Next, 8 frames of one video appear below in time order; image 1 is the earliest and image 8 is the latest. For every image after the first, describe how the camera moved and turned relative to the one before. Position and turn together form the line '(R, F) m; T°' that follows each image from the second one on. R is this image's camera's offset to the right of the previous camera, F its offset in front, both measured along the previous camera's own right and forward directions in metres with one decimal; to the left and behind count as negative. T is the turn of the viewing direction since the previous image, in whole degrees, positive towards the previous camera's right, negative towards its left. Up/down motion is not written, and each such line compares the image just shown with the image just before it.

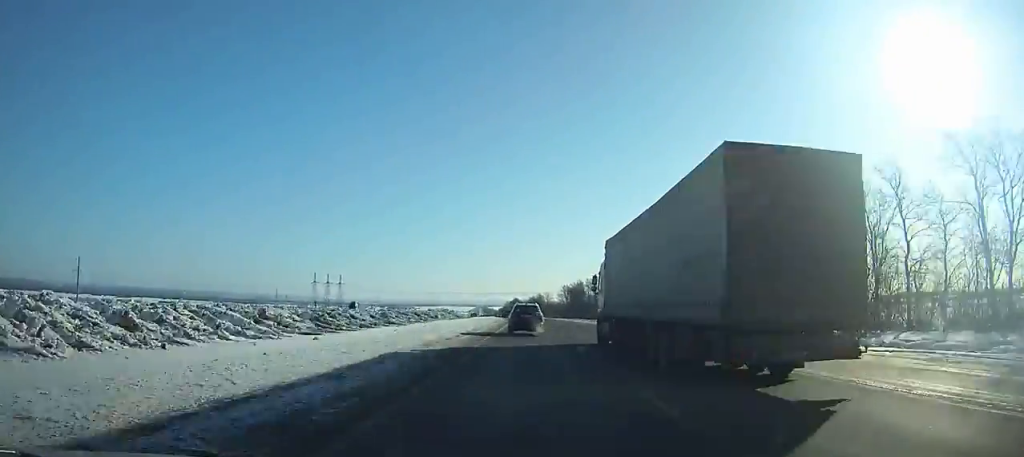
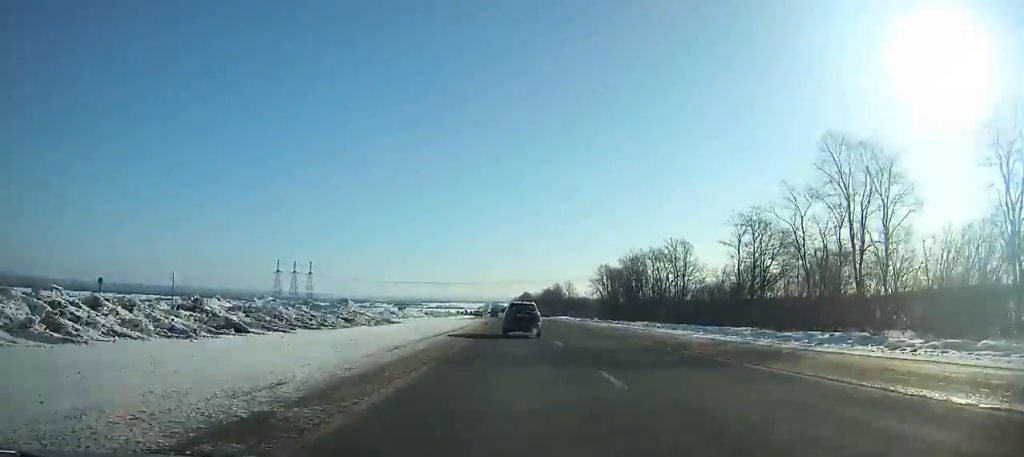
(-0.1, +89.4) m; -1°
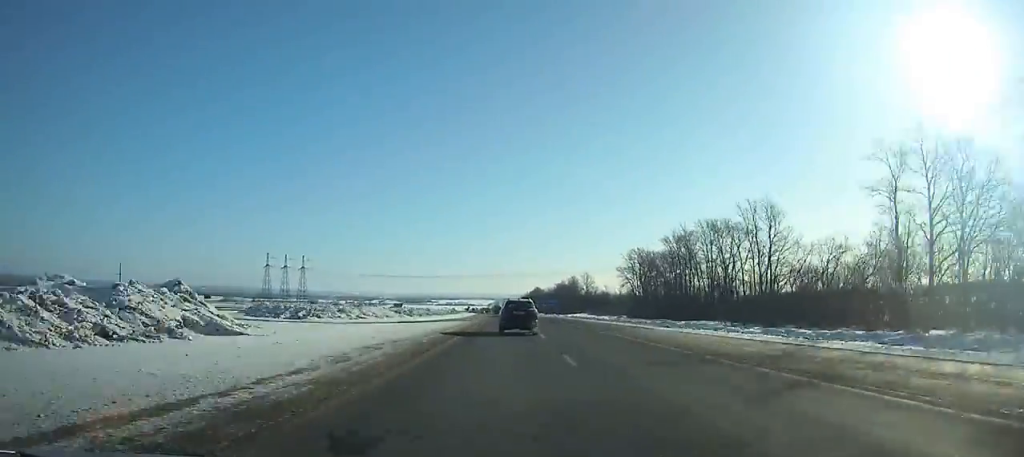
(+0.4, +31.3) m; -1°
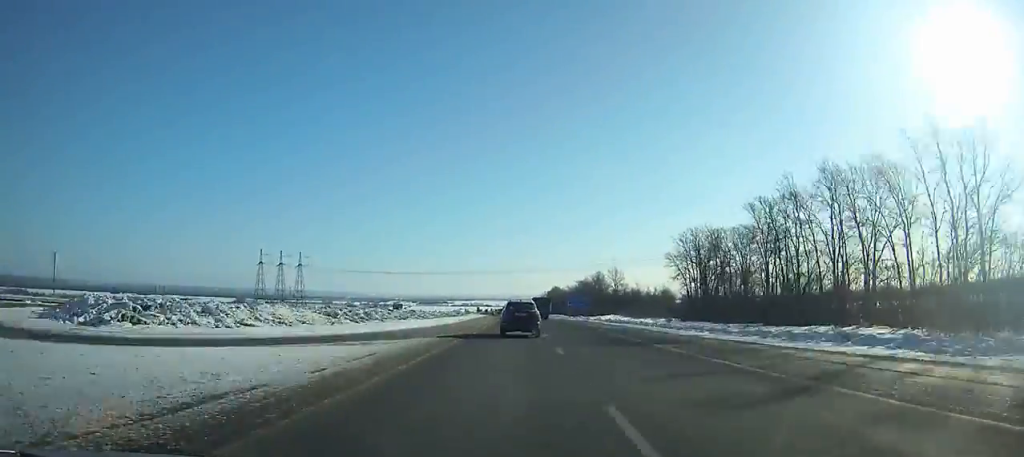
(-0.7, +31.3) m; -1°
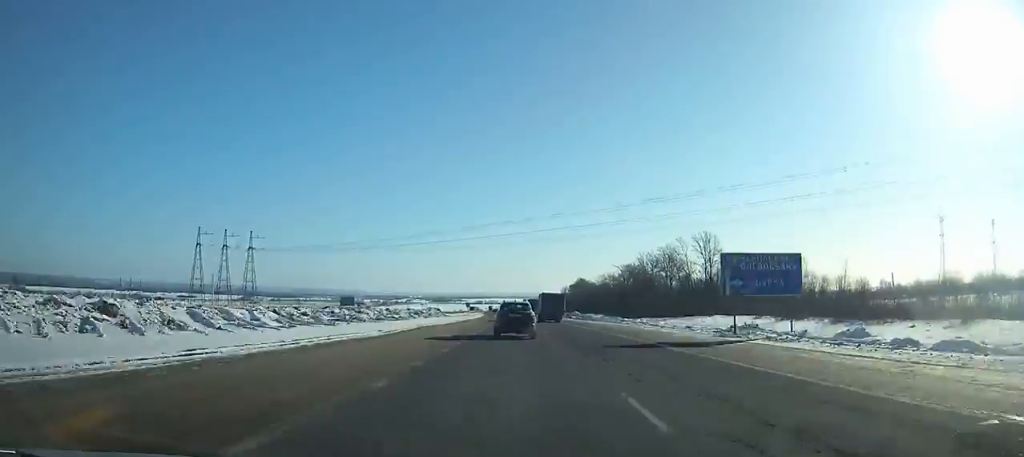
(-1.9, +80.4) m; -3°
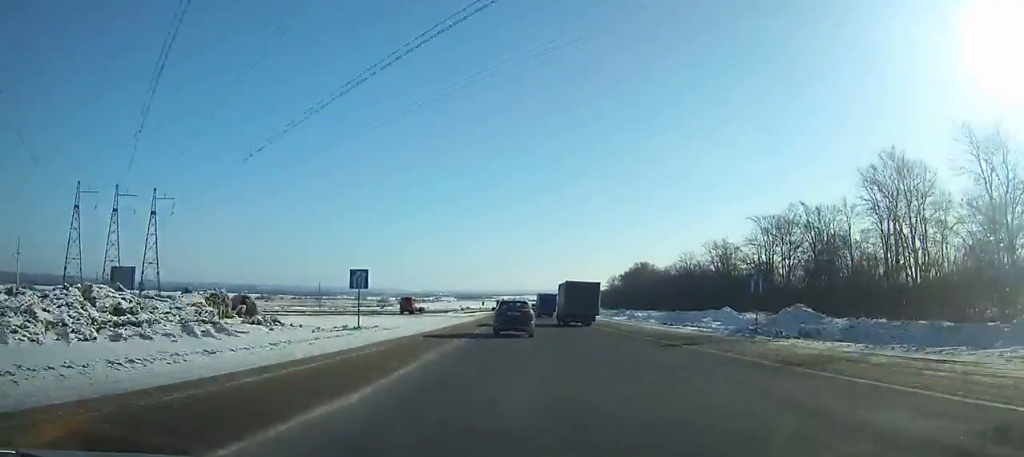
(-2.5, +95.5) m; -3°
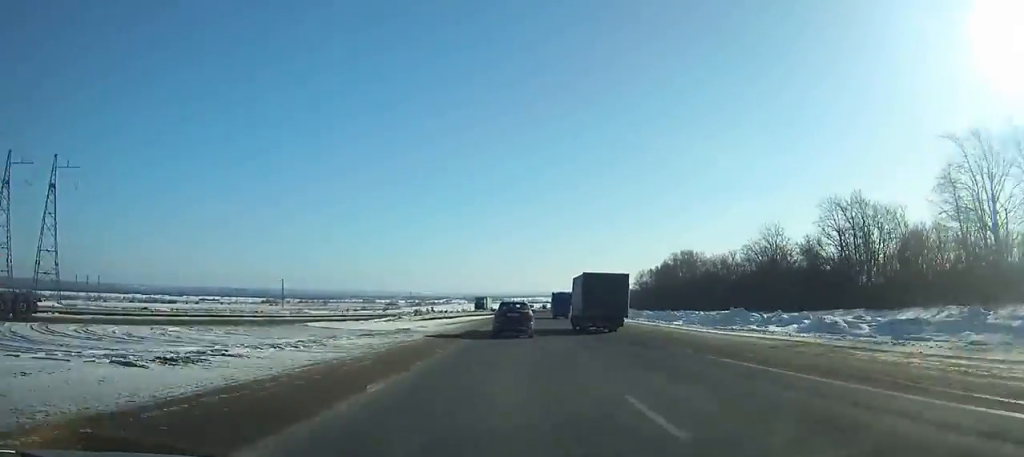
(-0.5, +48.9) m; -1°
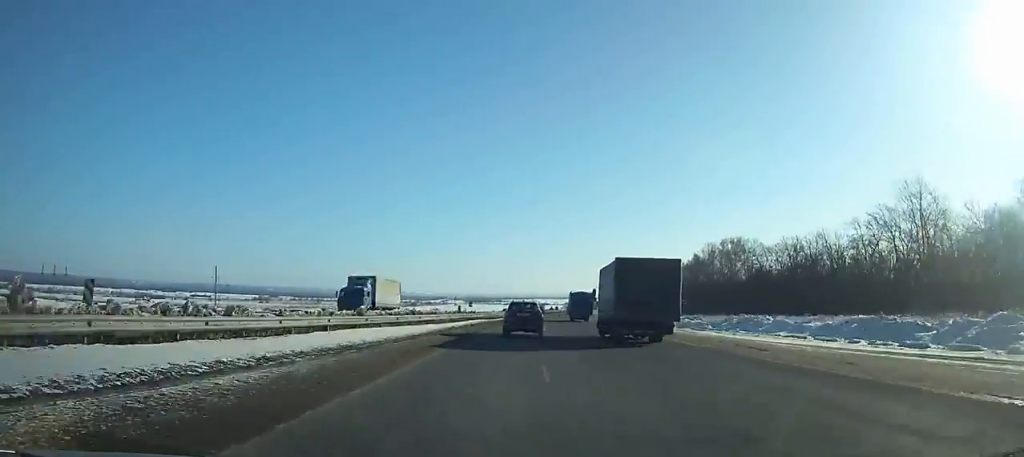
(-0.6, +43.7) m; 0°
